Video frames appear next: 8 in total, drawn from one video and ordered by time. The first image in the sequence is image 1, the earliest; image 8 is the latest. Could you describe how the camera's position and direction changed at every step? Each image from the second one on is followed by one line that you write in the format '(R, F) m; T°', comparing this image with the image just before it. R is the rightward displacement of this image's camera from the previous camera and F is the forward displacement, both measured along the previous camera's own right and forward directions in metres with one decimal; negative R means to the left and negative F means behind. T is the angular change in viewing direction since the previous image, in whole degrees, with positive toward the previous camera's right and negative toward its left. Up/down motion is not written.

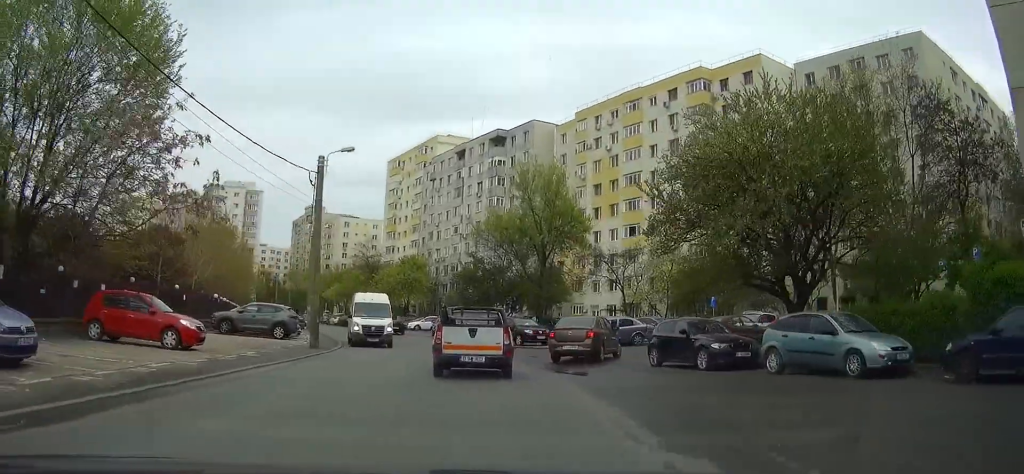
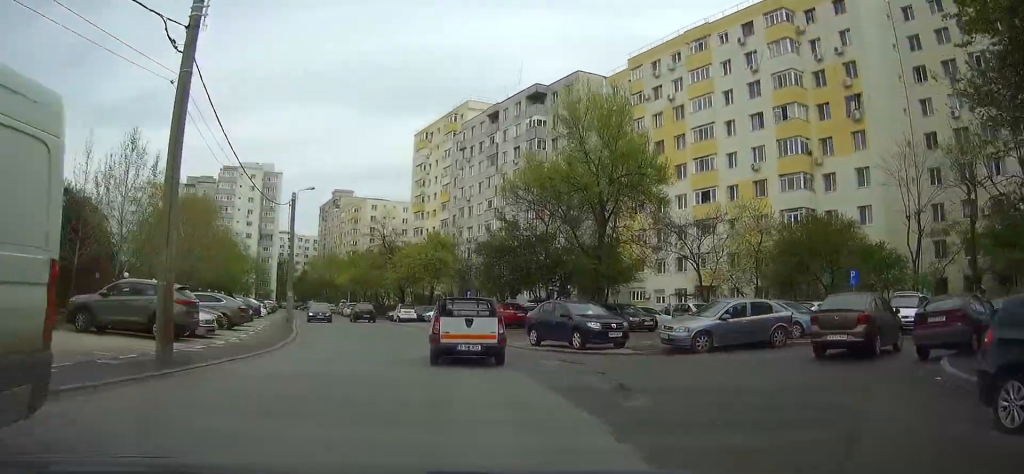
(+0.1, +15.0) m; -1°
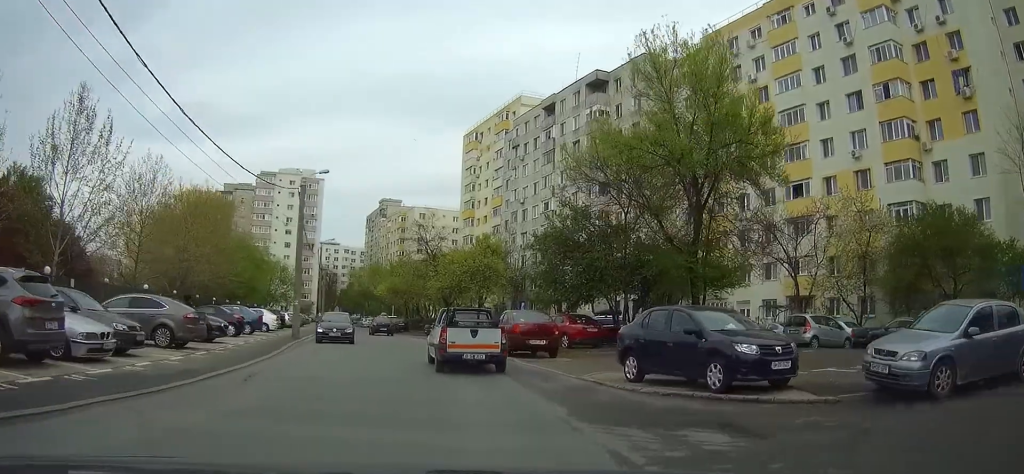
(-0.2, +9.6) m; -3°
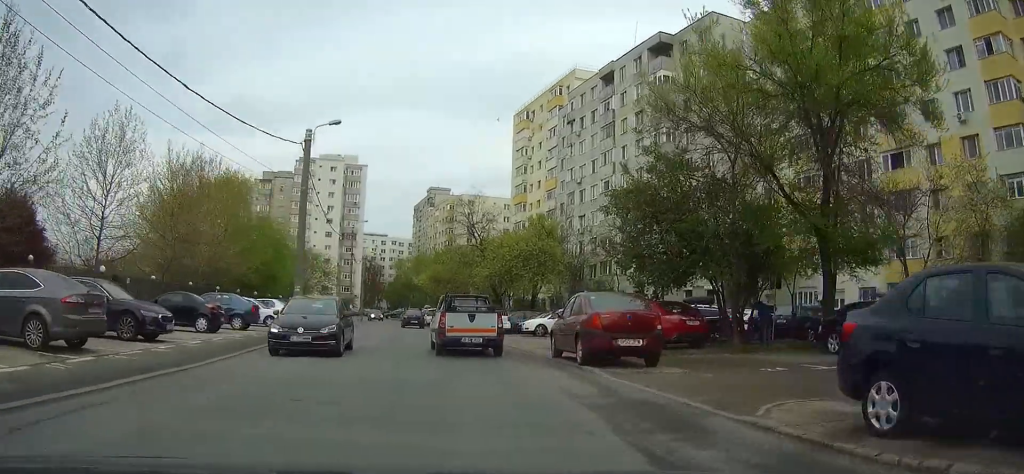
(-0.3, +8.2) m; -4°
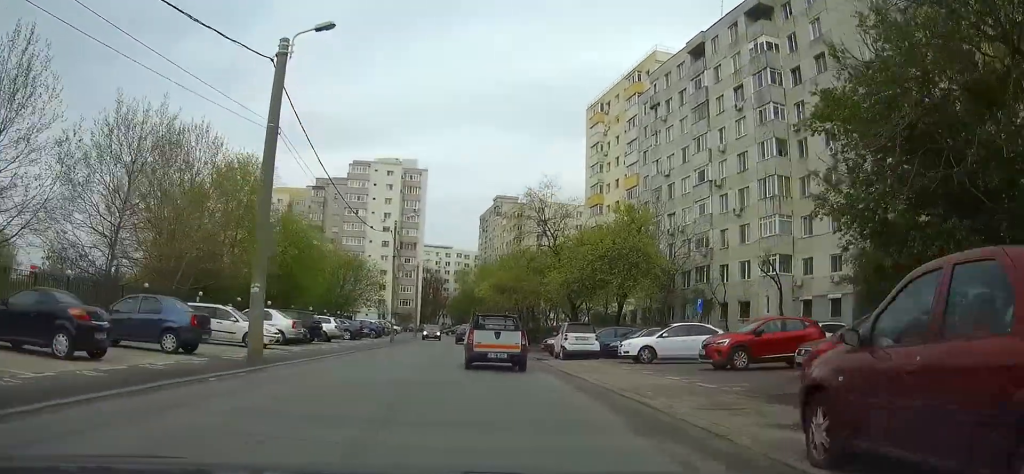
(-0.6, +11.5) m; -5°
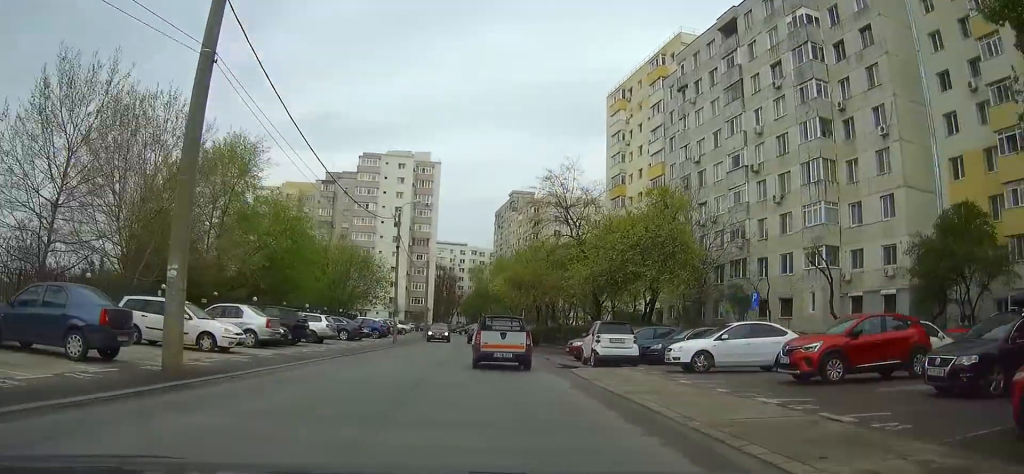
(-0.1, +5.3) m; -2°
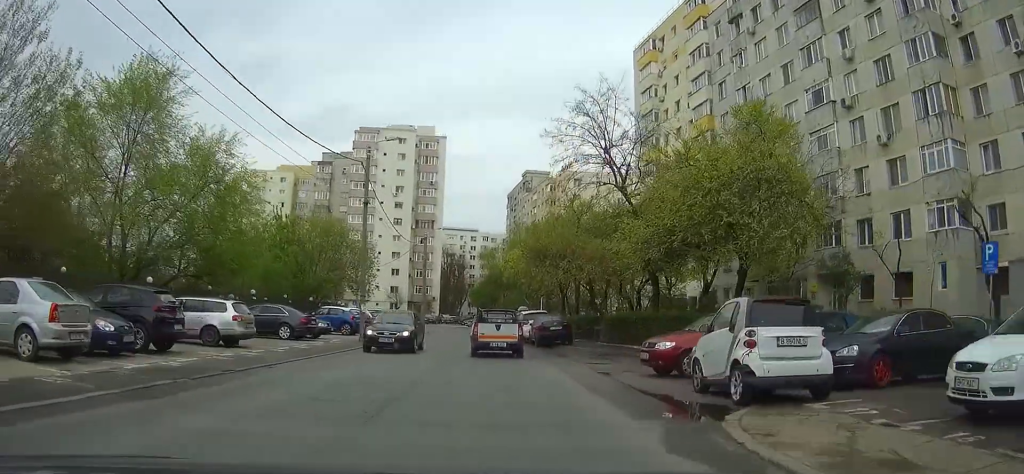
(-0.3, +14.1) m; -2°
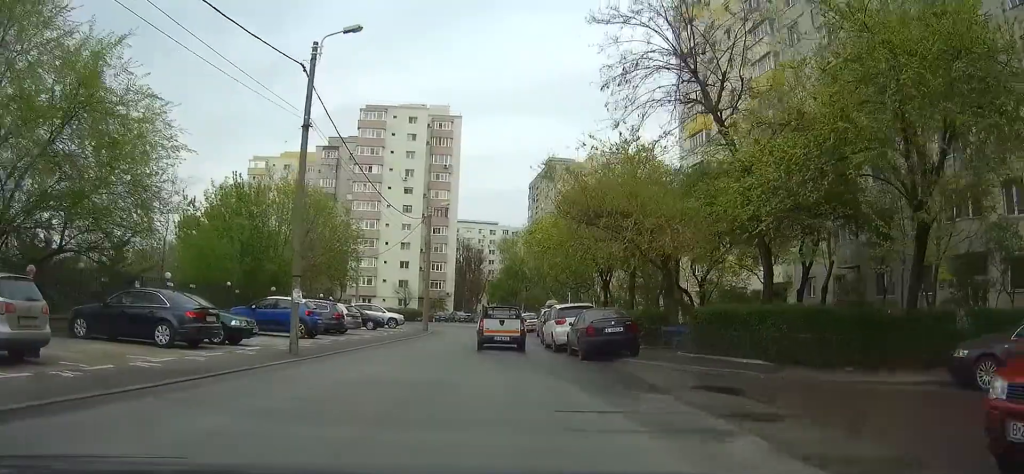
(-0.2, +12.6) m; -2°
